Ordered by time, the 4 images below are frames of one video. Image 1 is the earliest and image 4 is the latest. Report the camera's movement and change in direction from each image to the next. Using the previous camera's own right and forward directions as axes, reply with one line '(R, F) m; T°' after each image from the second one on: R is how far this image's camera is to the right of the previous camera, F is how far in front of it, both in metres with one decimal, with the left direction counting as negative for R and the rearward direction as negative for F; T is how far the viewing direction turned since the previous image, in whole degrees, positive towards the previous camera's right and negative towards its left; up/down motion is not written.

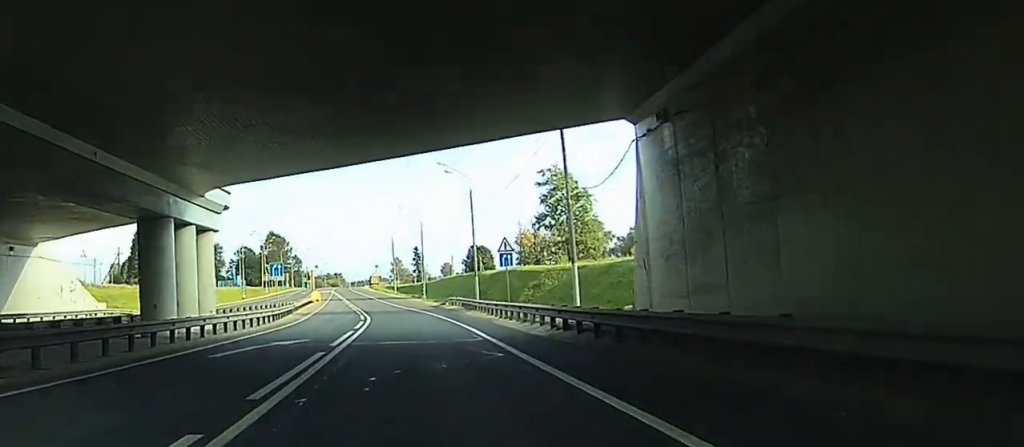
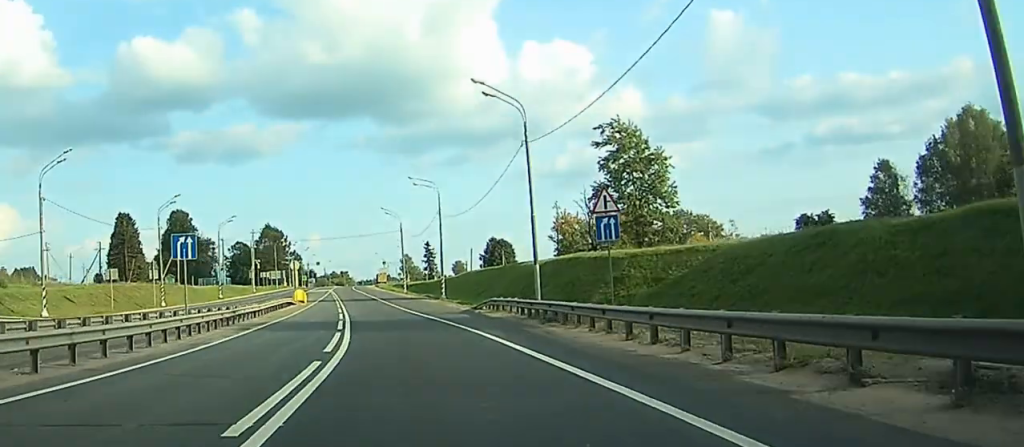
(+2.6, +24.7) m; +6°
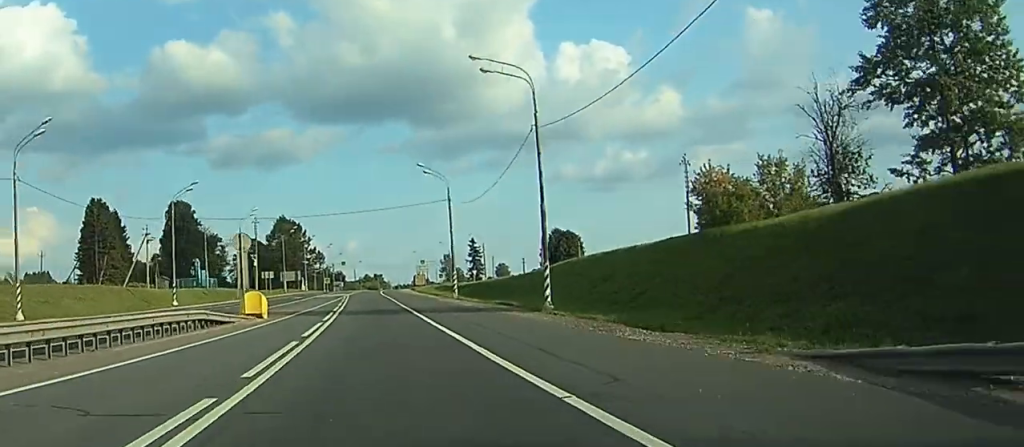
(-6.8, +41.6) m; -11°
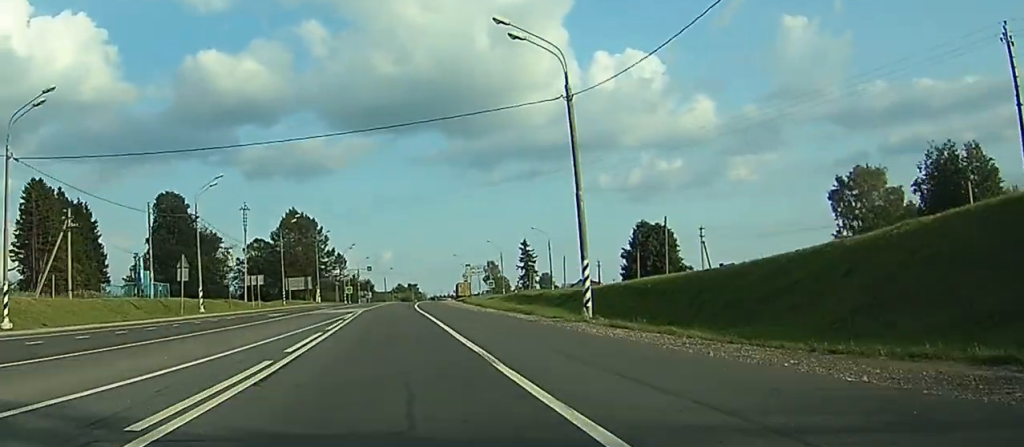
(+2.7, +44.0) m; +2°
